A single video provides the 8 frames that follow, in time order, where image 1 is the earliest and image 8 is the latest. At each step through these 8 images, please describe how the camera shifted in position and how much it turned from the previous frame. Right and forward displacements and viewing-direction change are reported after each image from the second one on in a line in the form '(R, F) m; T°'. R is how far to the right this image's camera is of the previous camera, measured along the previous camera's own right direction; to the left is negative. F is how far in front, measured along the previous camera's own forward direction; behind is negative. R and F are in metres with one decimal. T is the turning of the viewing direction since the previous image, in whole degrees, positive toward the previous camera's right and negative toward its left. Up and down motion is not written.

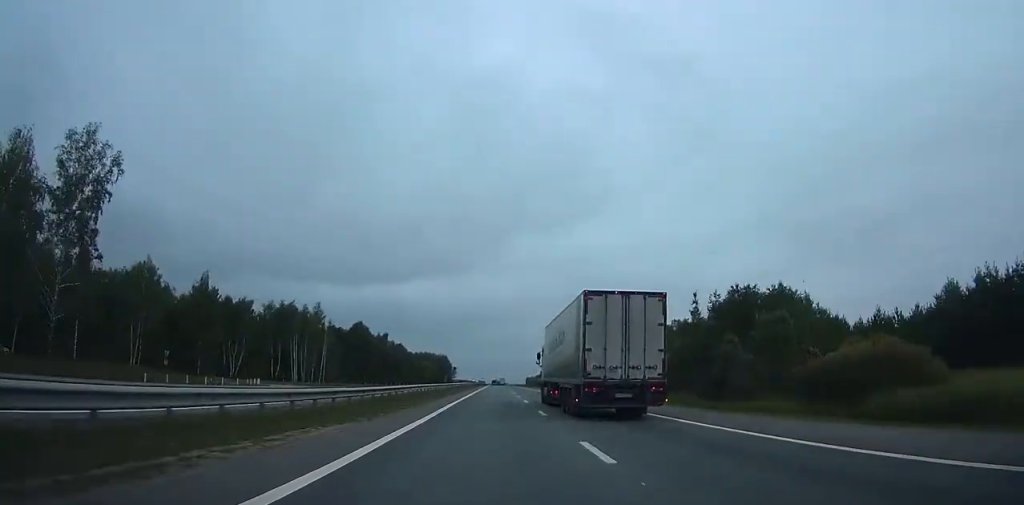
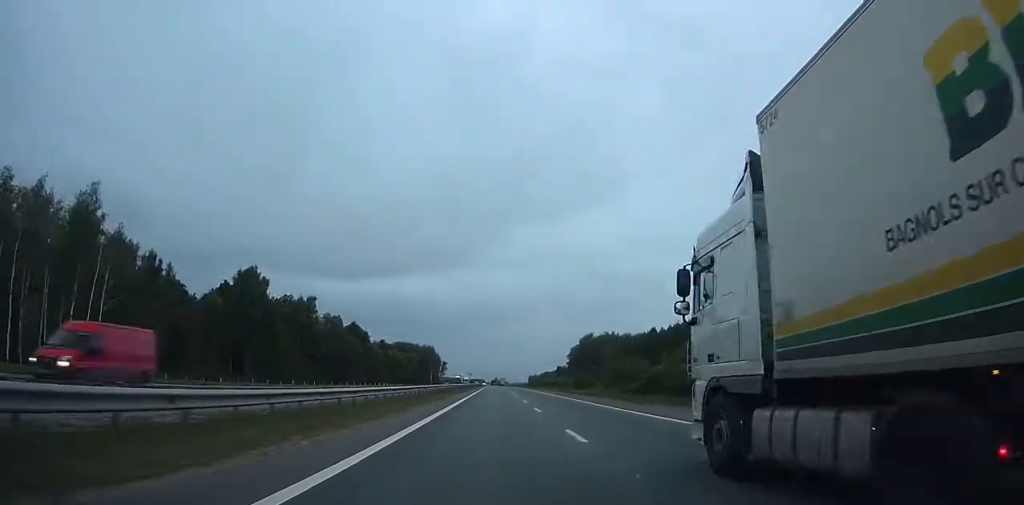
(-0.1, +106.0) m; 0°
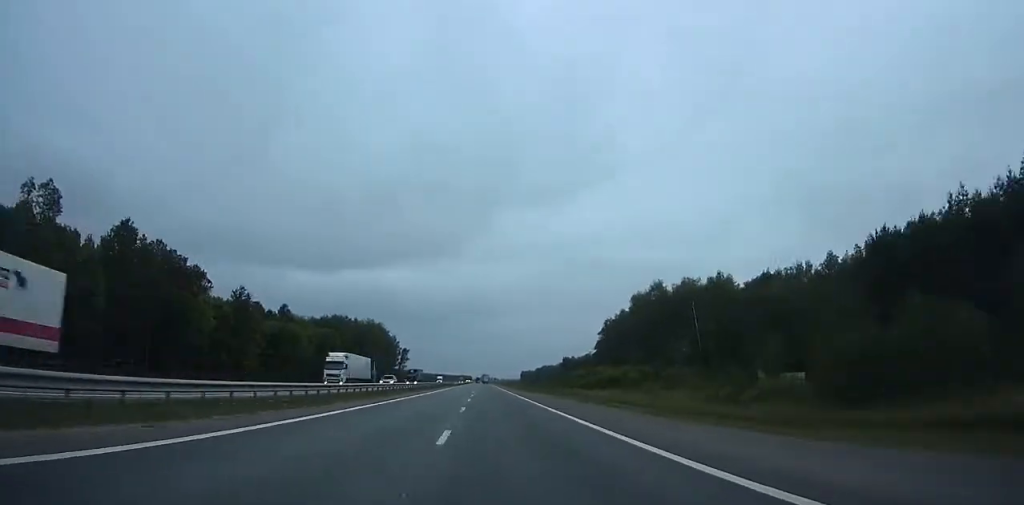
(+1.1, +135.3) m; 0°
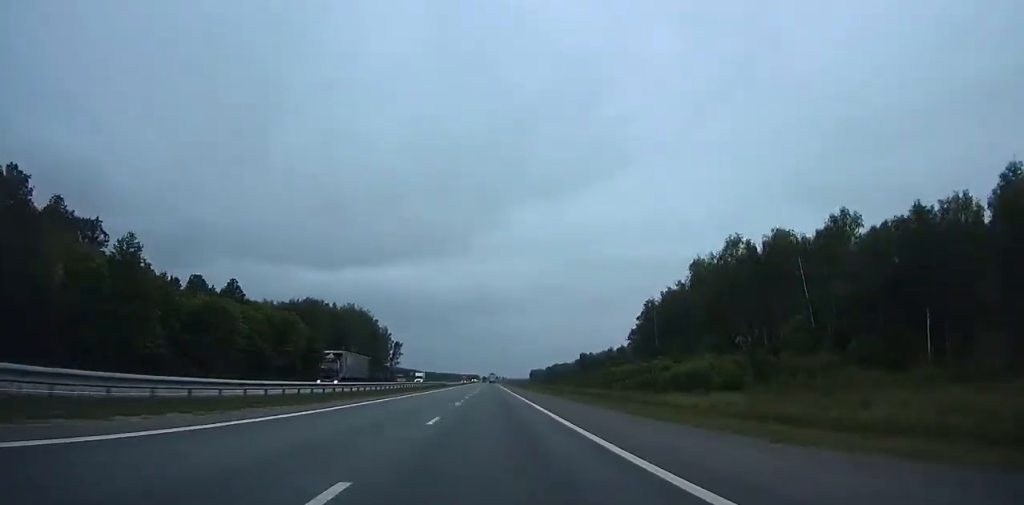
(-0.4, +43.7) m; 0°
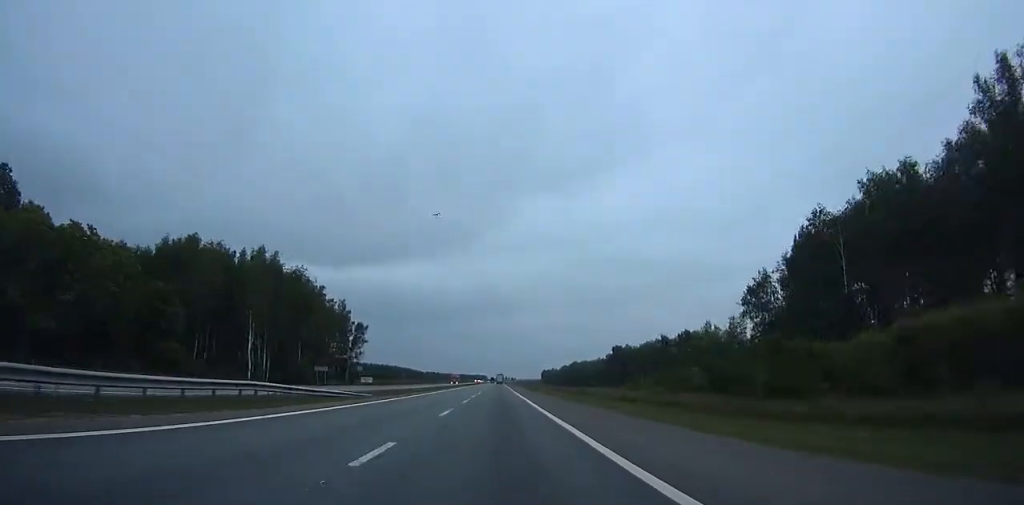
(-0.4, +80.7) m; 0°
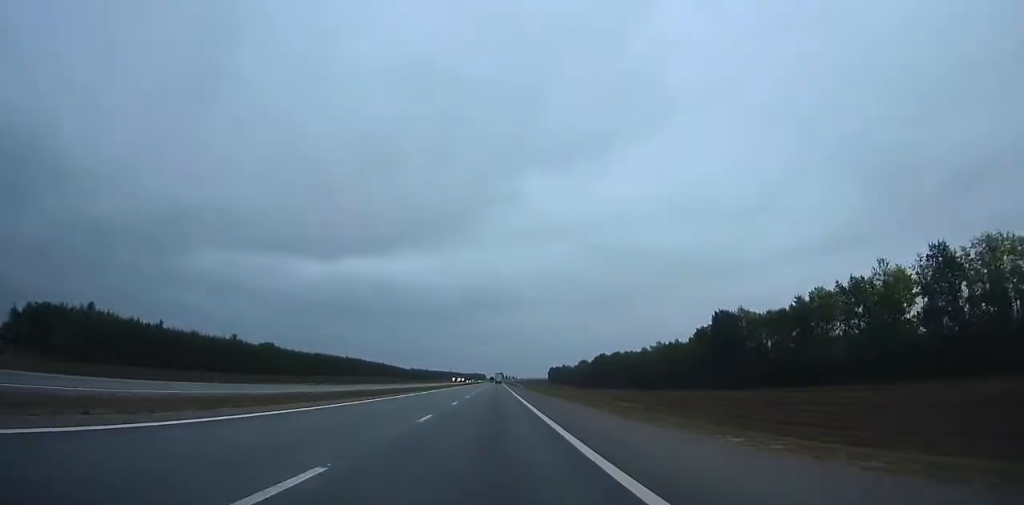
(-0.2, +135.9) m; 0°
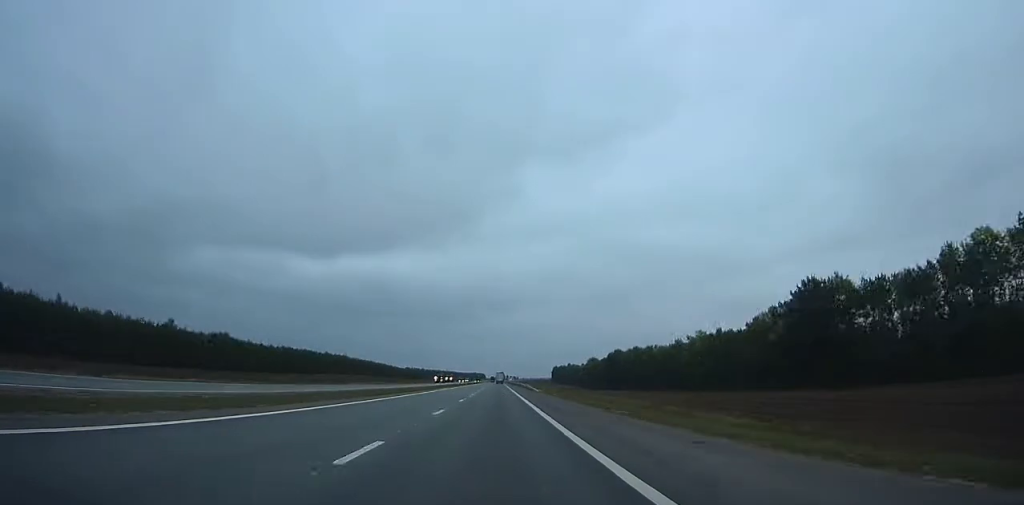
(-0.2, +44.7) m; 0°
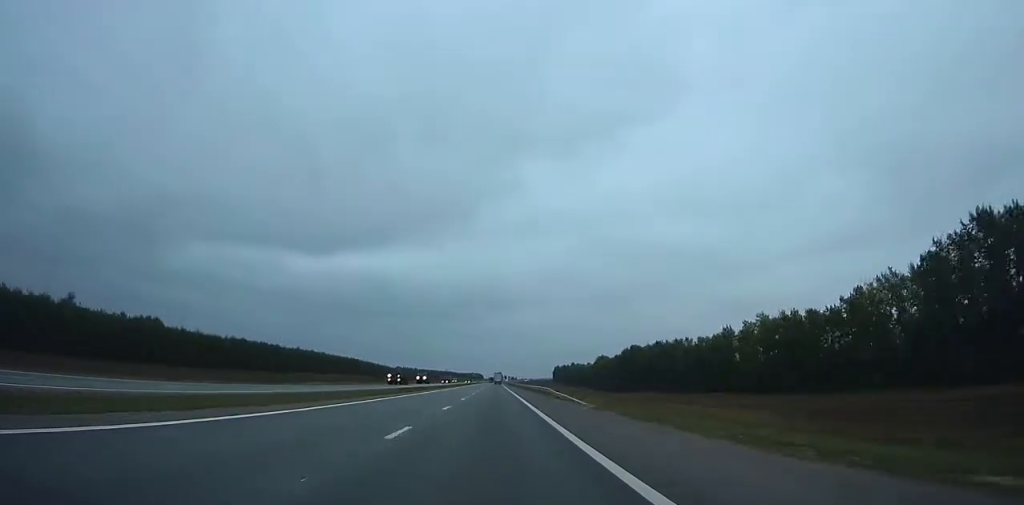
(-0.1, +44.7) m; 0°
